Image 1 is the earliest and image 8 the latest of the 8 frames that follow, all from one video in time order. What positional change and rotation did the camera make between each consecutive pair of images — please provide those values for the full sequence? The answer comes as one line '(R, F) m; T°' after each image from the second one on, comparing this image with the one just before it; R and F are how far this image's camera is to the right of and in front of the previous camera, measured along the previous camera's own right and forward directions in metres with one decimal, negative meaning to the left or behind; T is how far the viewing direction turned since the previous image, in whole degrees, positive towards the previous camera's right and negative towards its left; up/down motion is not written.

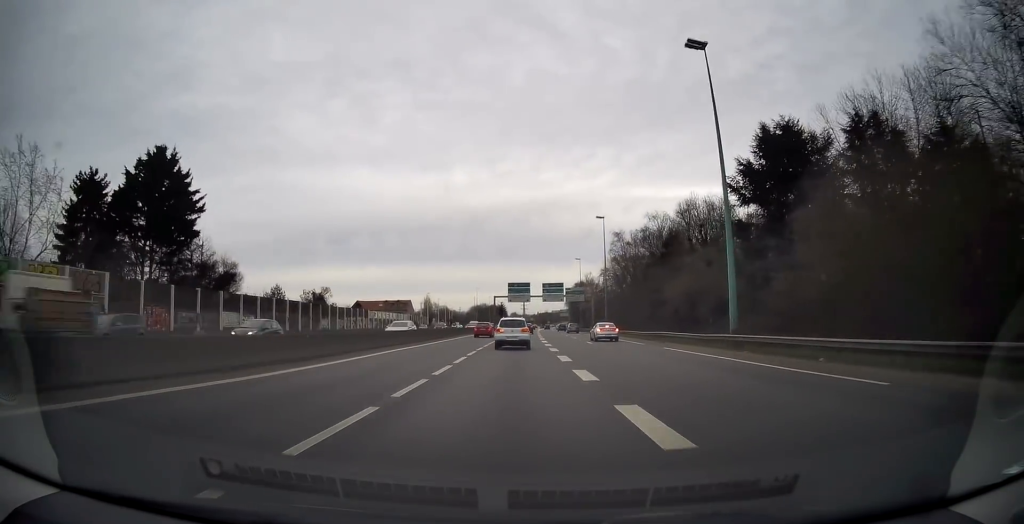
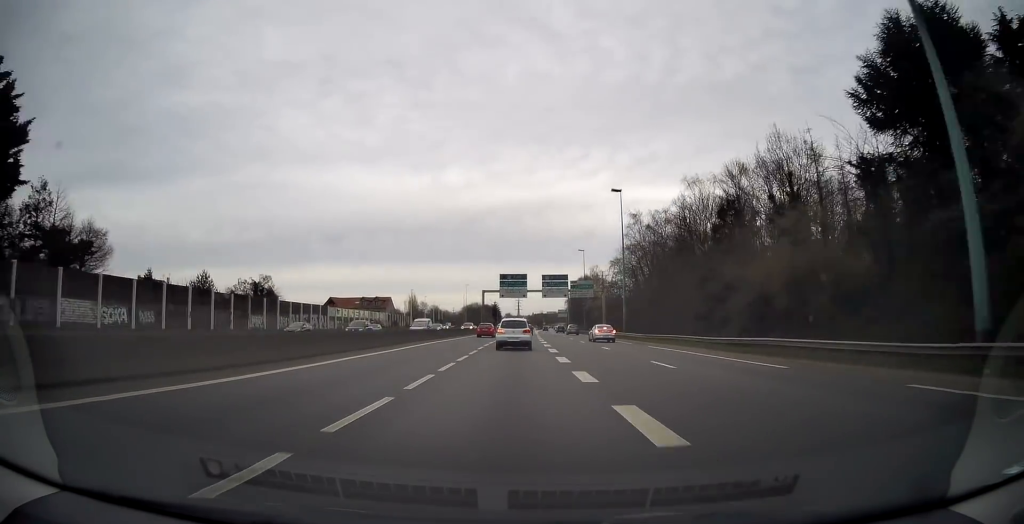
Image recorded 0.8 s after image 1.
(0.0, +19.6) m; 0°
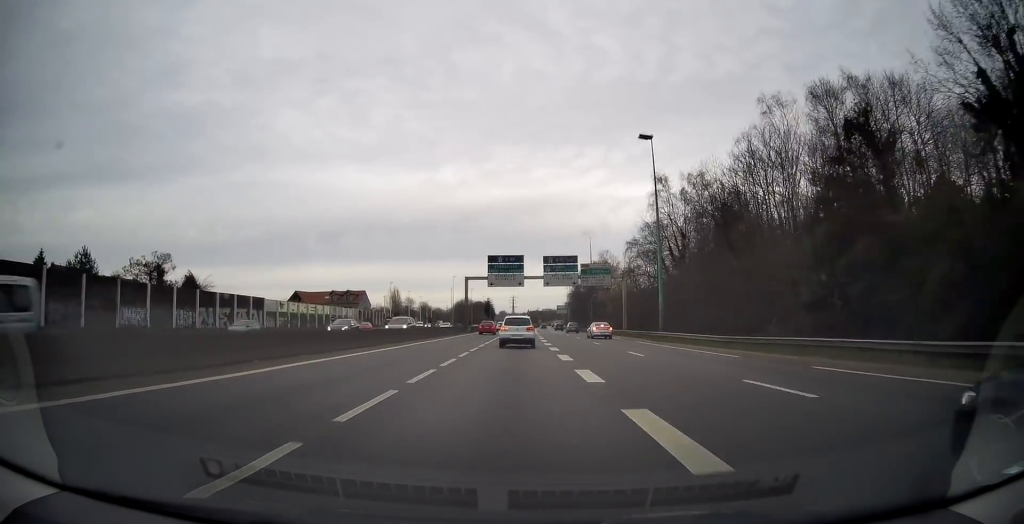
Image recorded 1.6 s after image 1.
(0.0, +20.6) m; 0°
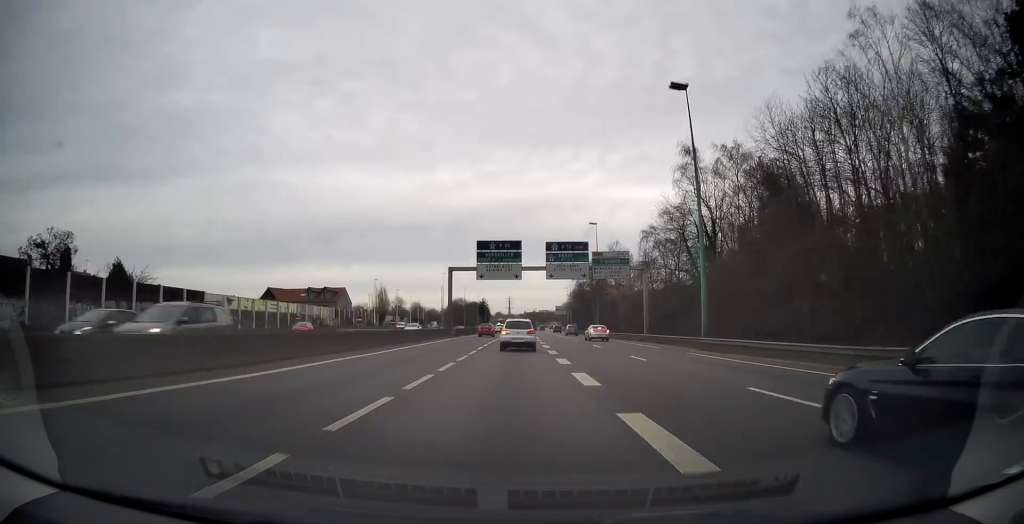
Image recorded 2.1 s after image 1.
(0.0, +13.4) m; 0°
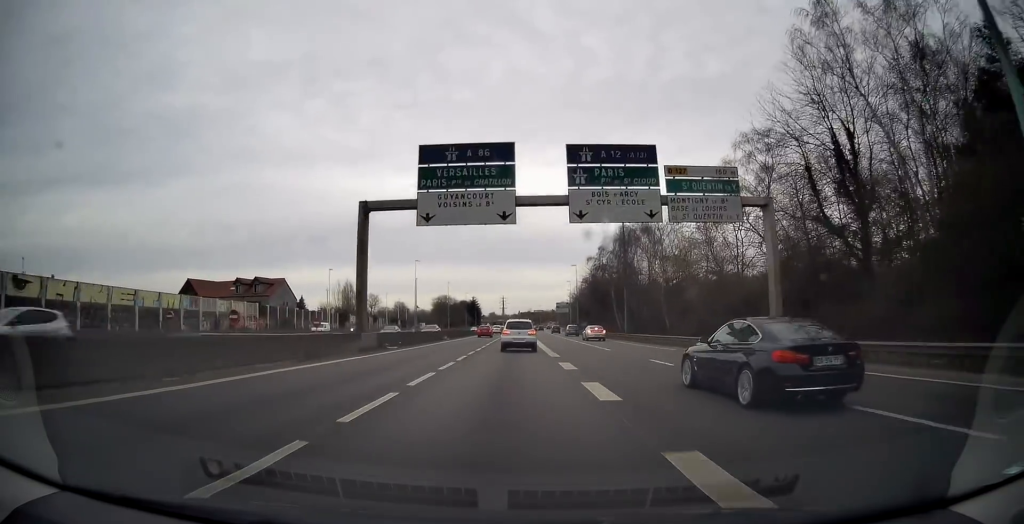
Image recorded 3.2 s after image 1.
(+0.3, +28.7) m; +1°
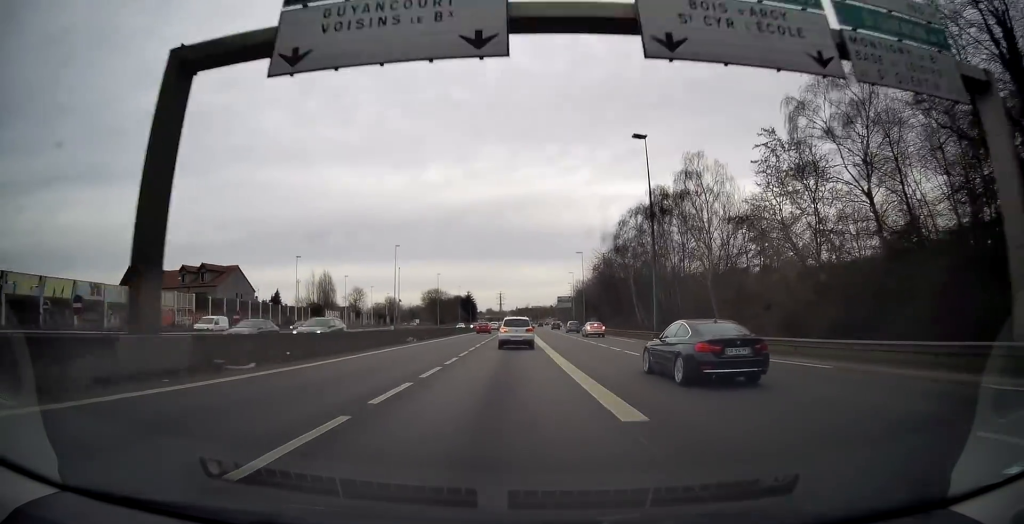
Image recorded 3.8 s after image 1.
(+0.1, +15.3) m; 0°
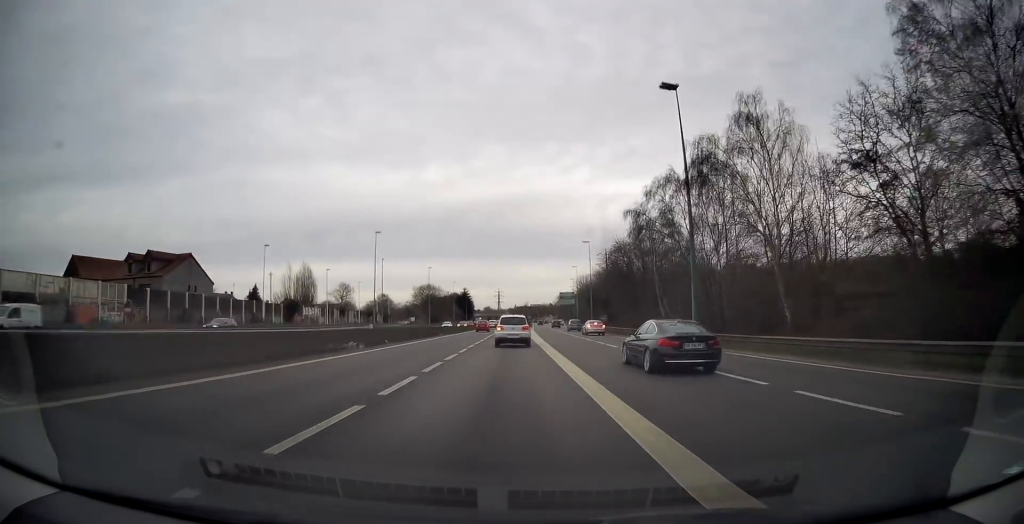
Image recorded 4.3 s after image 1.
(0.0, +12.1) m; 0°
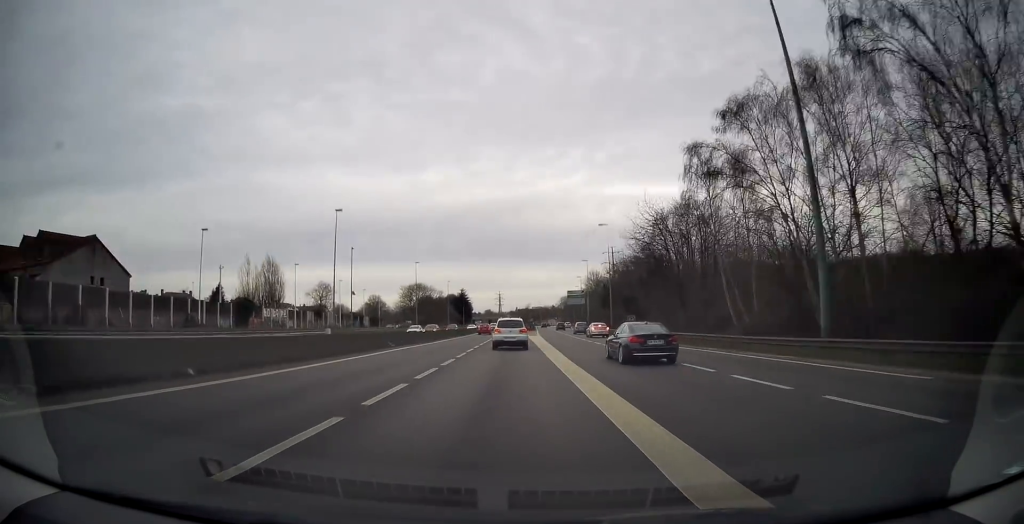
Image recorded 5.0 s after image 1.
(0.0, +17.2) m; 0°
